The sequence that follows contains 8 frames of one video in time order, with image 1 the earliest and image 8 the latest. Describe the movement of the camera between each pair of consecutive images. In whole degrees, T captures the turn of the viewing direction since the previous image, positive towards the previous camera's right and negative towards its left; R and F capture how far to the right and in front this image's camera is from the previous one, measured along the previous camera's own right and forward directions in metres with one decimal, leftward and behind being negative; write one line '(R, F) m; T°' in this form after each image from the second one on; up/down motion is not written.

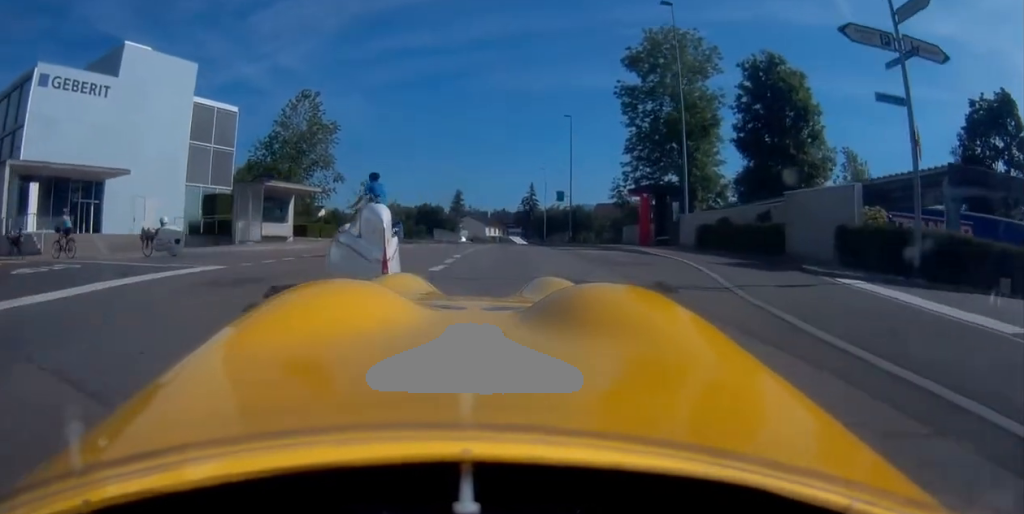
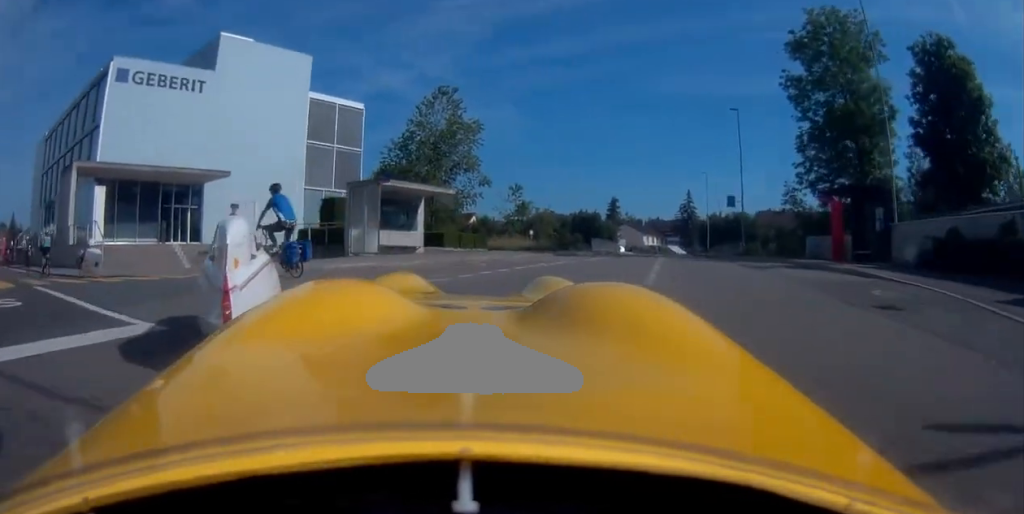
(-0.4, +4.9) m; -11°
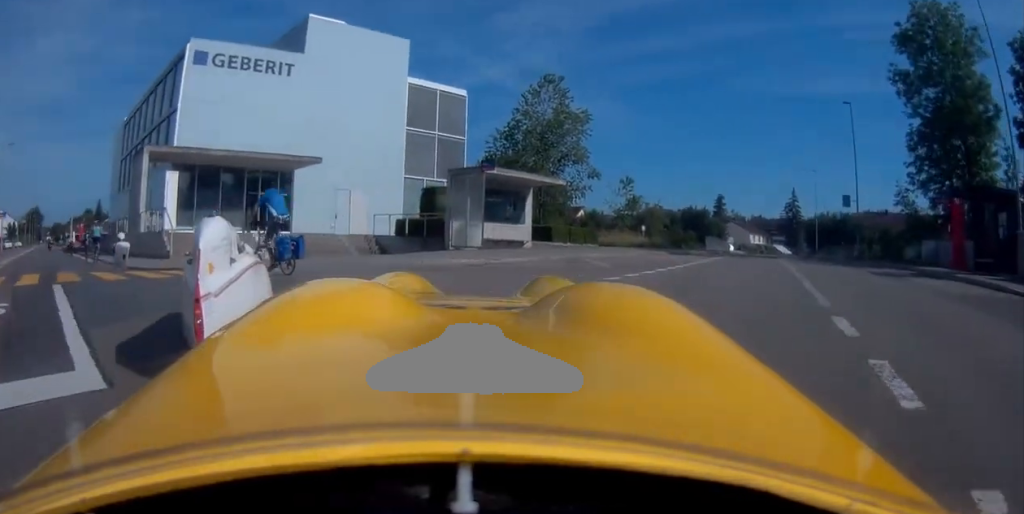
(+0.1, +1.8) m; -11°
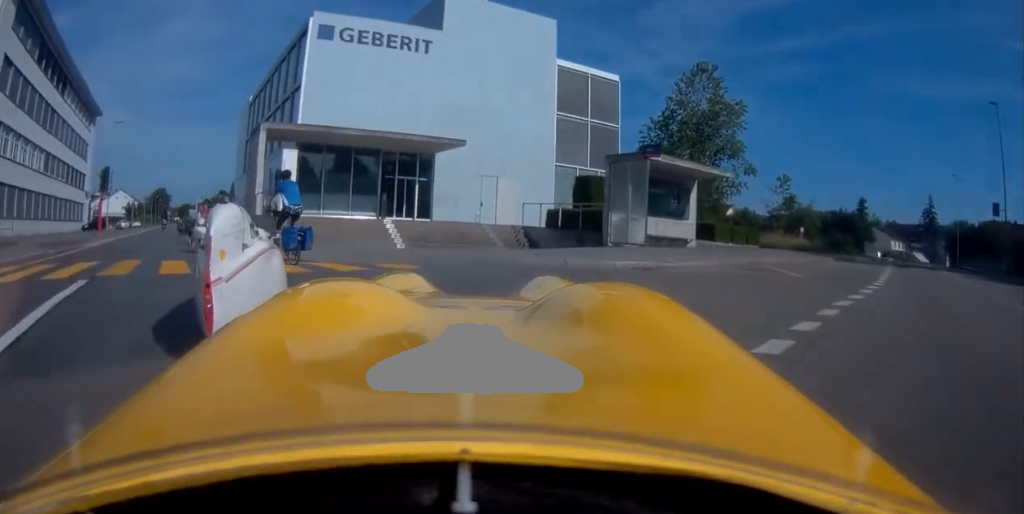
(-0.4, +1.9) m; -15°
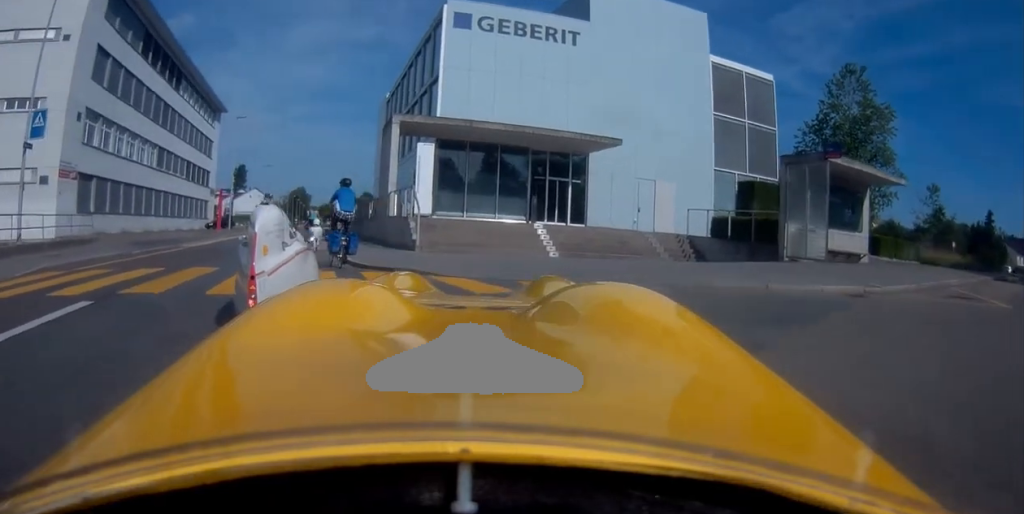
(-0.4, +1.9) m; -13°
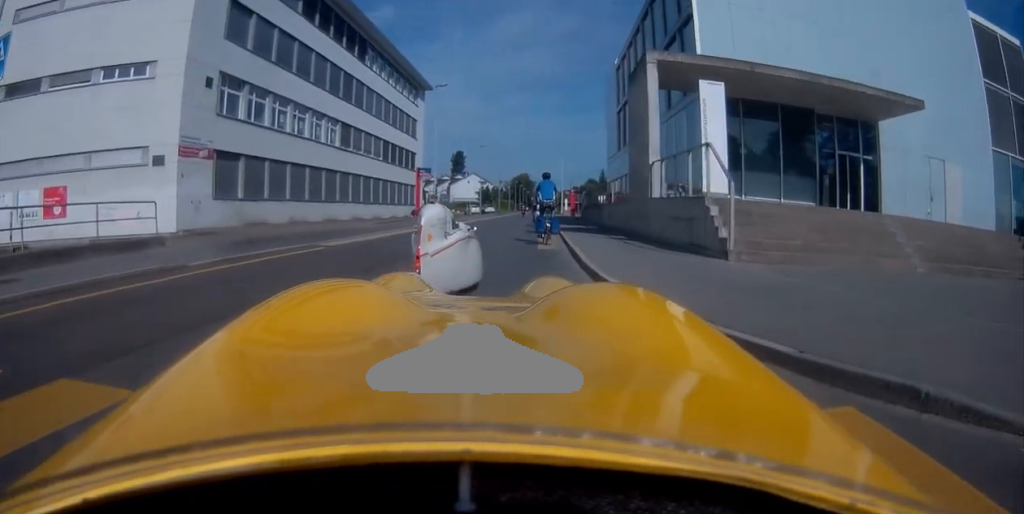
(-1.2, +6.4) m; -25°
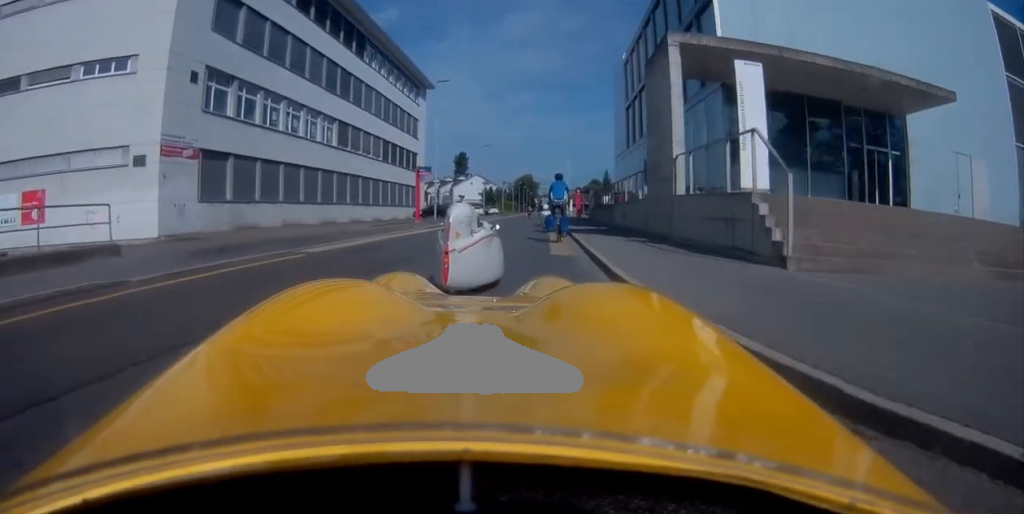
(-0.2, +1.6) m; -1°
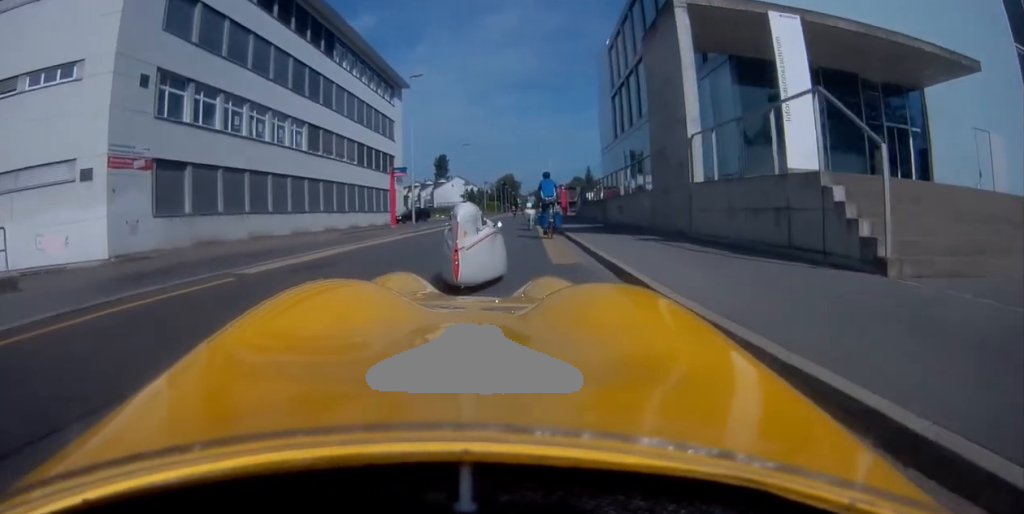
(-0.1, +2.2) m; -1°
